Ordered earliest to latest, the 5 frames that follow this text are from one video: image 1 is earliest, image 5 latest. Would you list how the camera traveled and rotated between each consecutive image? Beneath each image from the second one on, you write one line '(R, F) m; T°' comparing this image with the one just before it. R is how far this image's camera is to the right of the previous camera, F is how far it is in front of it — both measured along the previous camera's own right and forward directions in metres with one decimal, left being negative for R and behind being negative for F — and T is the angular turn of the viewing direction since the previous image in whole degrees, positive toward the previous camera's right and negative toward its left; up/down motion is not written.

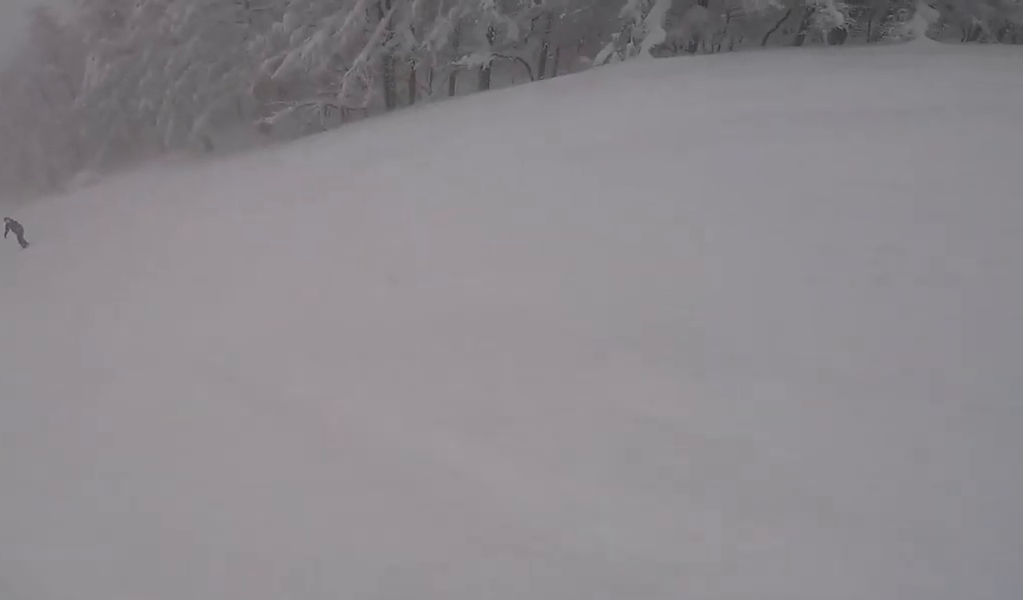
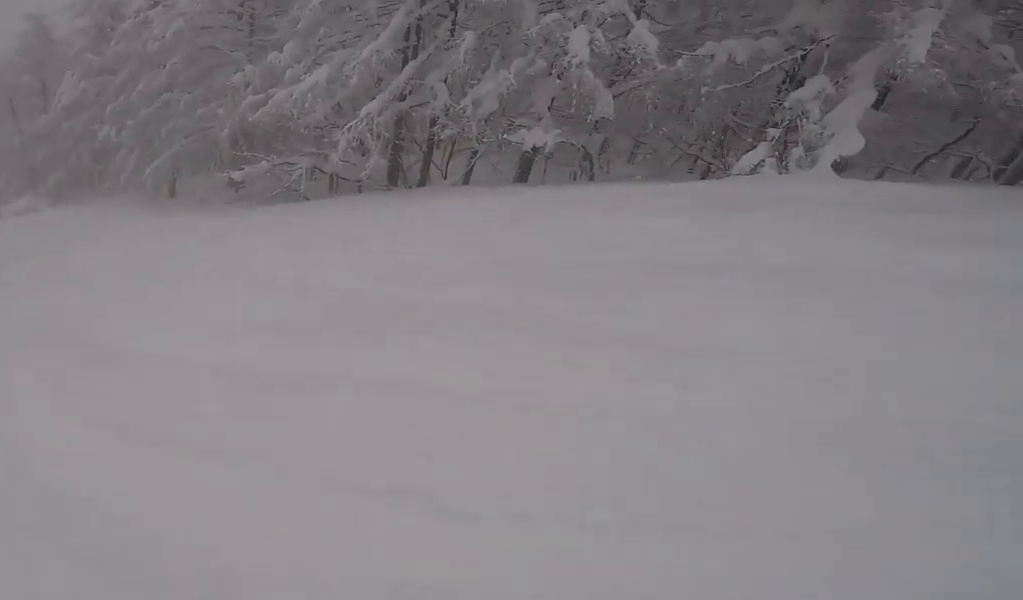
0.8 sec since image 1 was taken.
(+0.7, +5.2) m; 0°
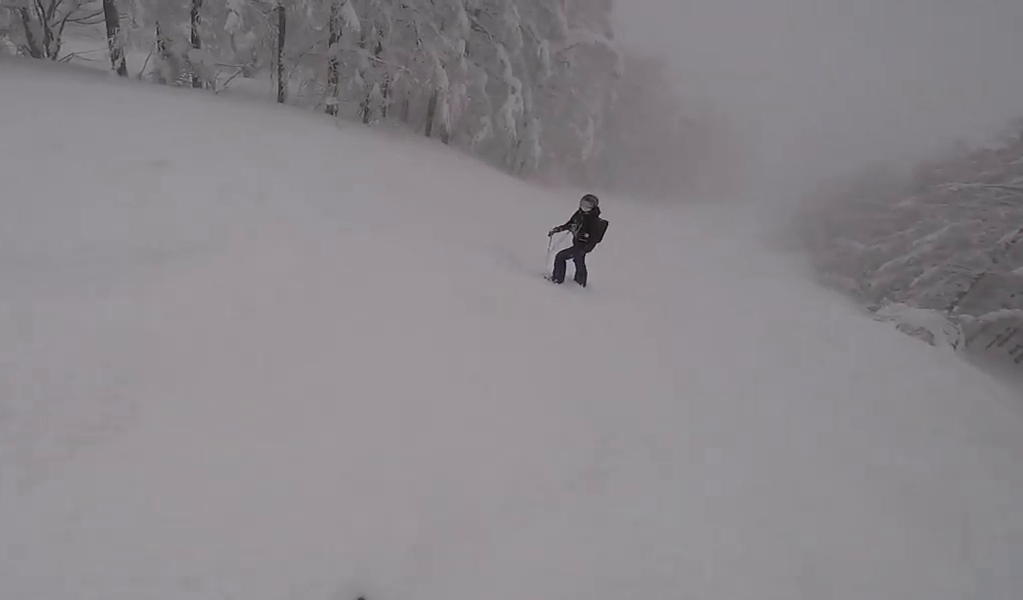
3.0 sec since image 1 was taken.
(-4.9, +10.2) m; -62°
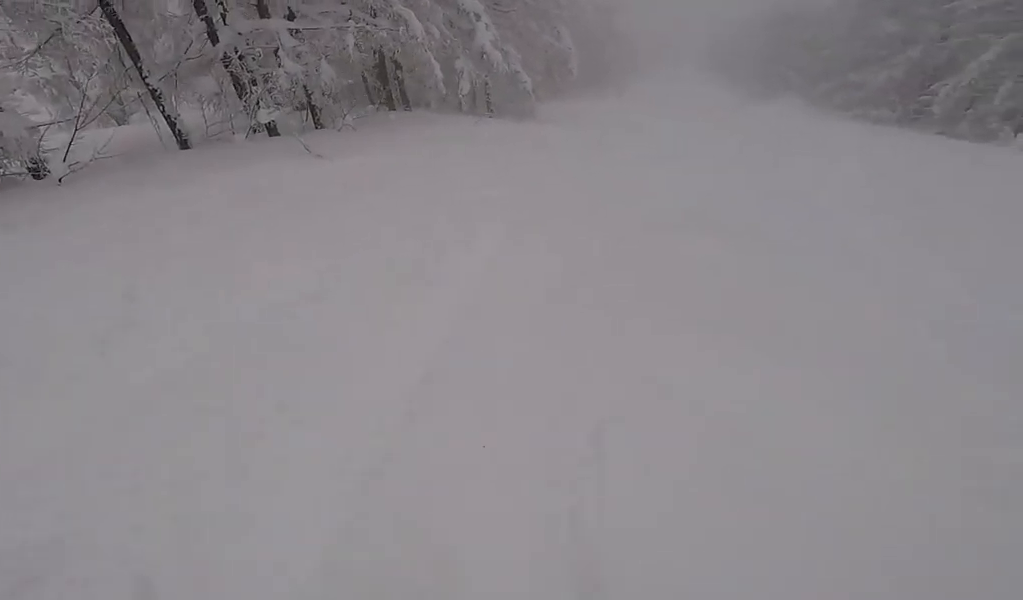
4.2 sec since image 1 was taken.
(-2.1, +6.4) m; +2°
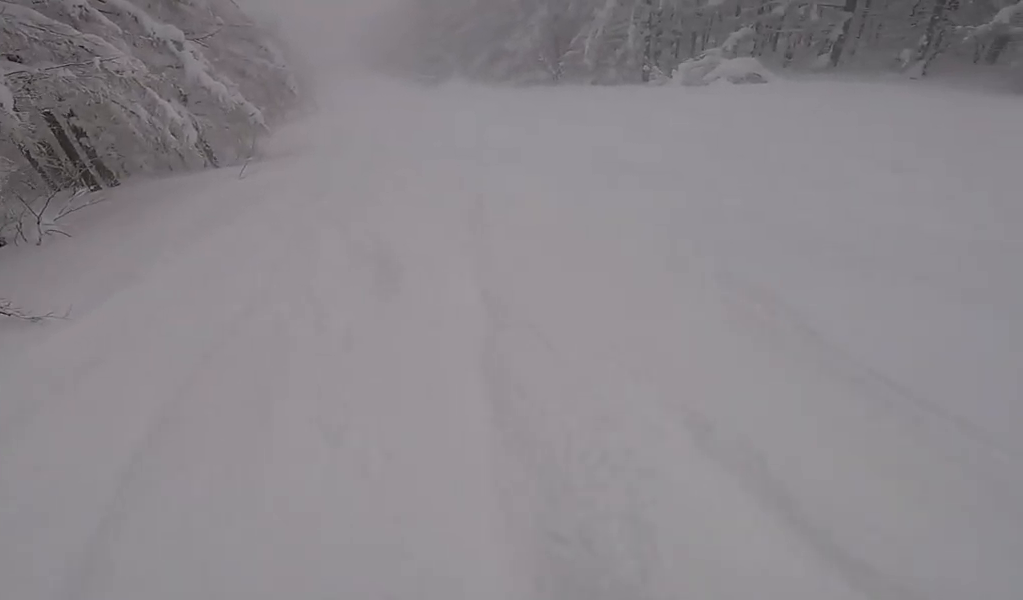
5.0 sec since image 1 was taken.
(+1.7, +3.8) m; +23°
